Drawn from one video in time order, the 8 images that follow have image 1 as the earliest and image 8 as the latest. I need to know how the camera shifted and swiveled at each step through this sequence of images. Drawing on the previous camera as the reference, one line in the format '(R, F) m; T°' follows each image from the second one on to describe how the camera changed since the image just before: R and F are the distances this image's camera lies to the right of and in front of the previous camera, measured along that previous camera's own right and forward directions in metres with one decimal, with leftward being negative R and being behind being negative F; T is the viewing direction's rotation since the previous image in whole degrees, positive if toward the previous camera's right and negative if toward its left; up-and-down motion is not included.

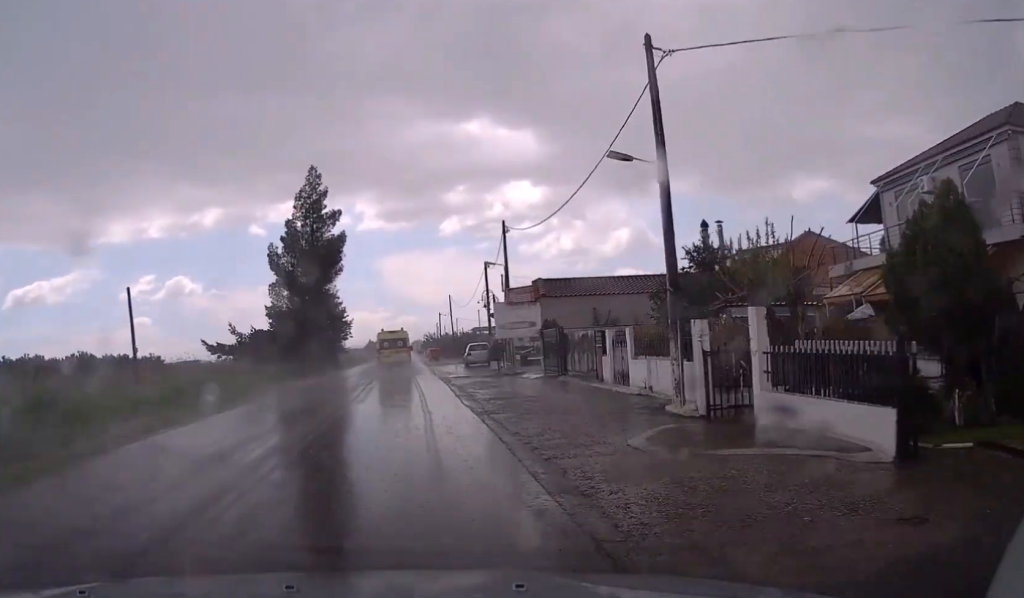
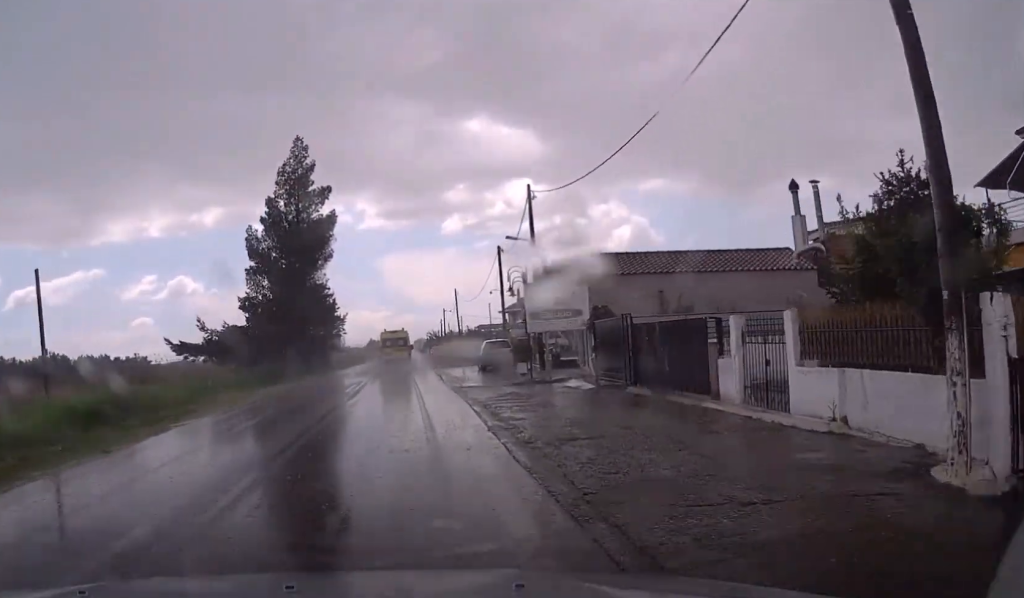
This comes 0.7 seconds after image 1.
(+0.1, +9.2) m; 0°
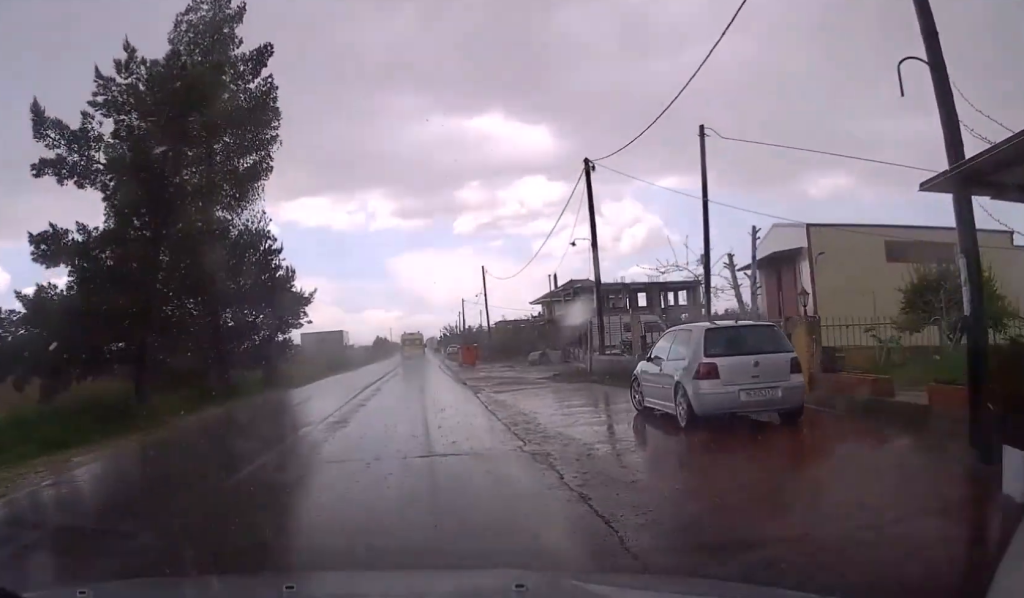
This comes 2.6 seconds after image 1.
(-0.4, +27.4) m; -2°
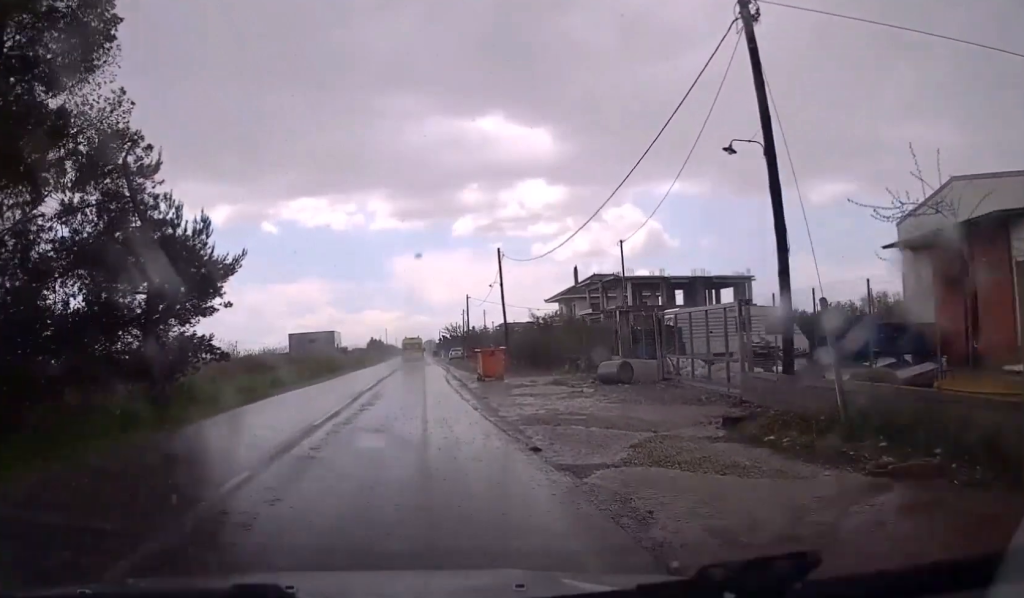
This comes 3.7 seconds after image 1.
(-0.1, +15.9) m; -1°
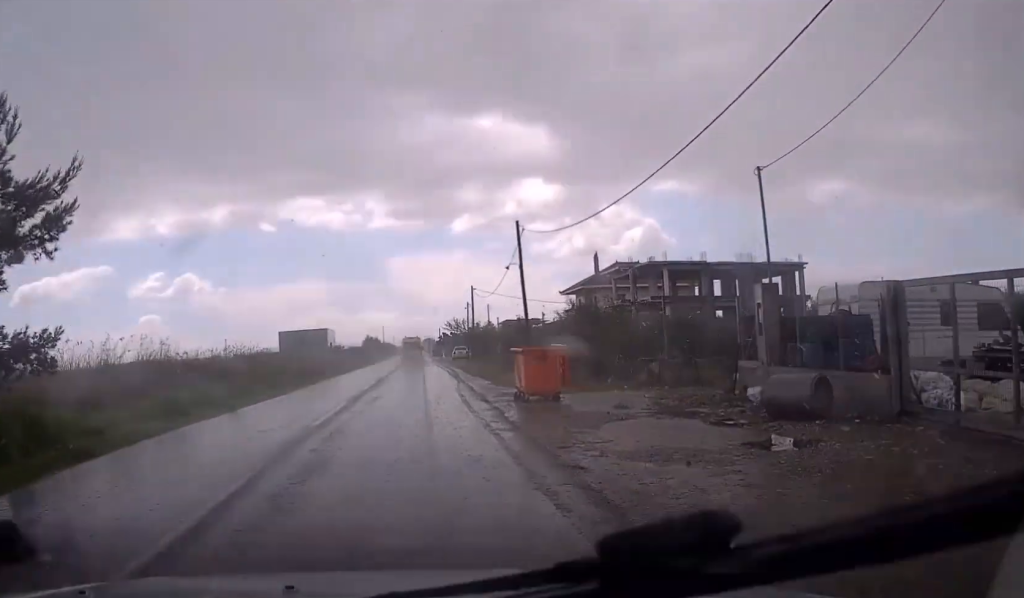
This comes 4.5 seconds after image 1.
(-0.1, +12.2) m; 0°
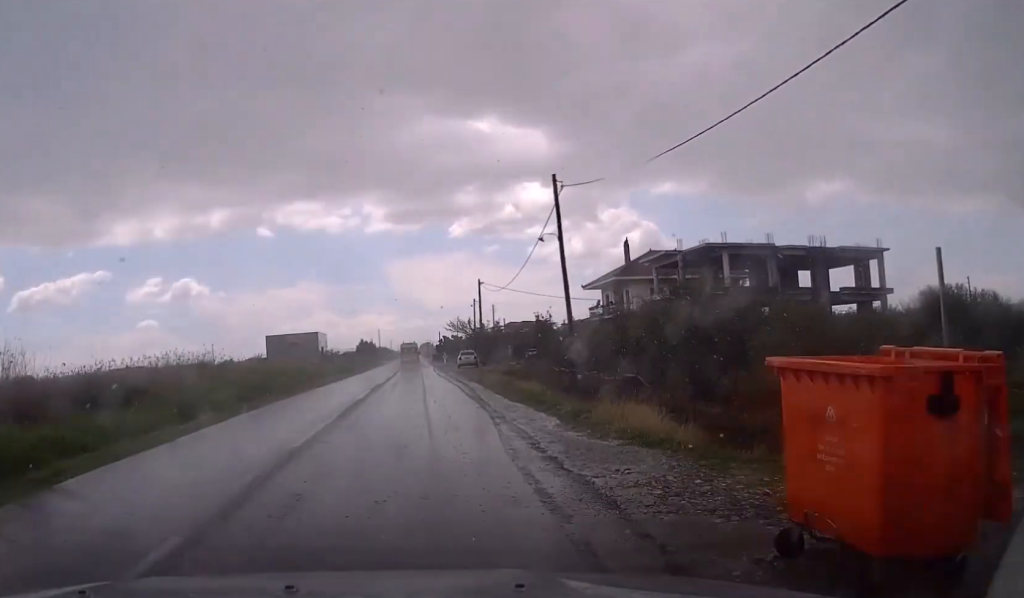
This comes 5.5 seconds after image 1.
(+0.1, +13.7) m; +1°
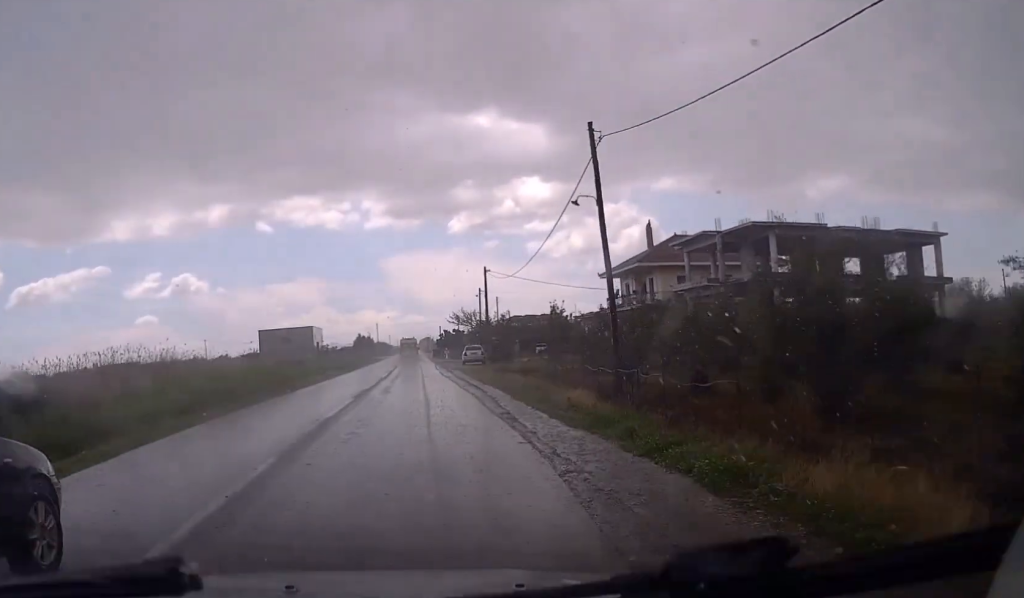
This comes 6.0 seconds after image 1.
(+0.1, +7.4) m; 0°
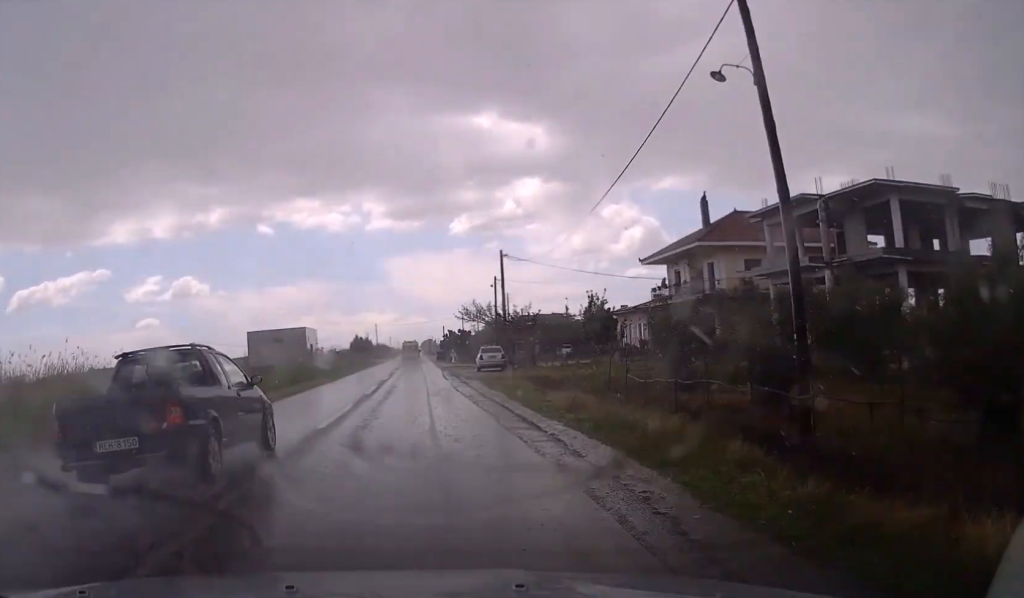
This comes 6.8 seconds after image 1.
(+0.1, +13.0) m; 0°
